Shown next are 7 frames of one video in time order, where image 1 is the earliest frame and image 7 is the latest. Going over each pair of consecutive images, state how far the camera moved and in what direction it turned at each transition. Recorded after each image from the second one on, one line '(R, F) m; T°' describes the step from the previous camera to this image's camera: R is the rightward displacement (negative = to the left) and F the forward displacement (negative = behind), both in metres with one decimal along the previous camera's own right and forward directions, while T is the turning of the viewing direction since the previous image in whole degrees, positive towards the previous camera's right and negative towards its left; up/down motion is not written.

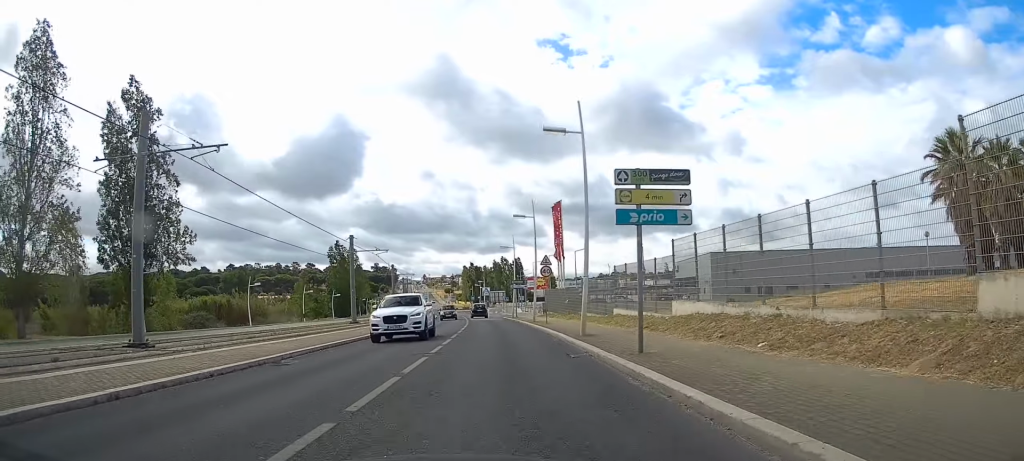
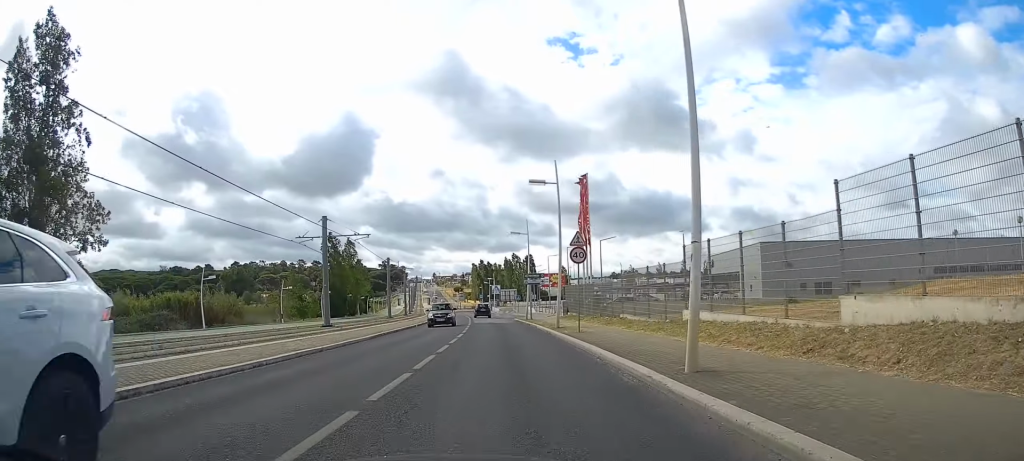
(-0.1, +11.3) m; -1°
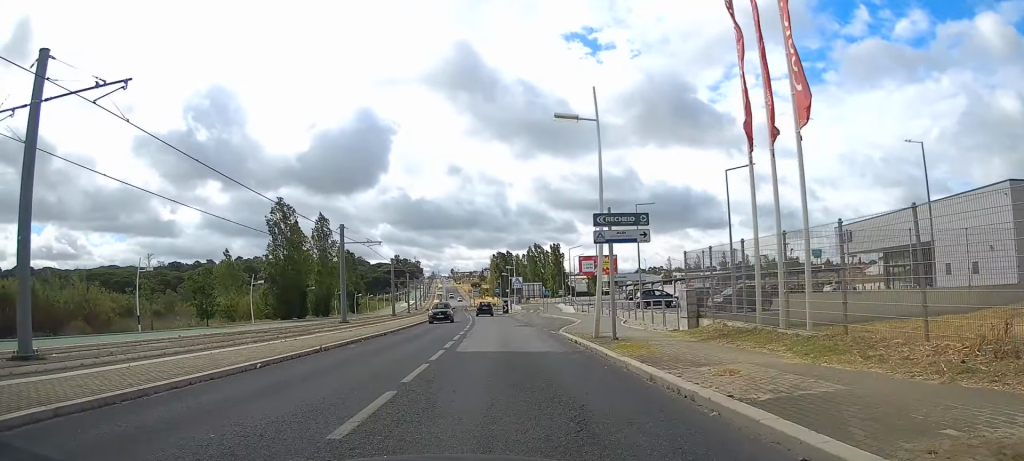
(-0.9, +32.4) m; -3°
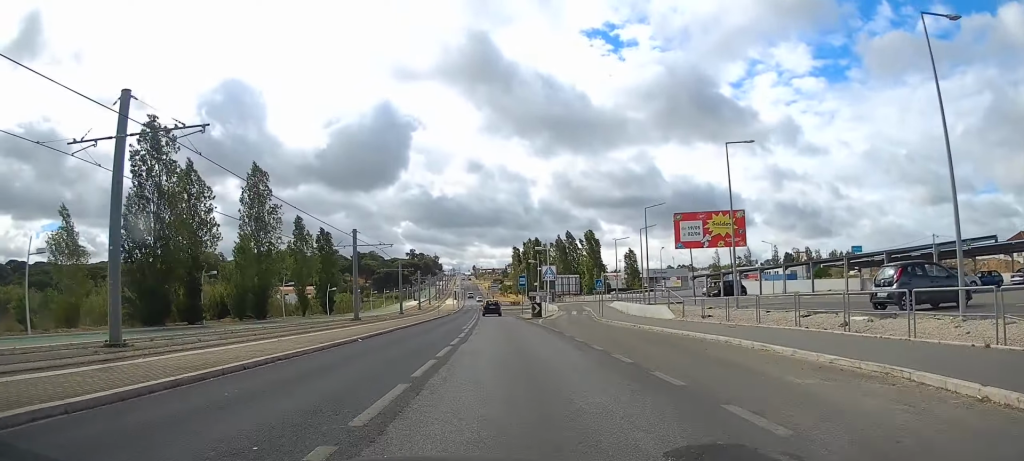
(-0.7, +37.0) m; -2°
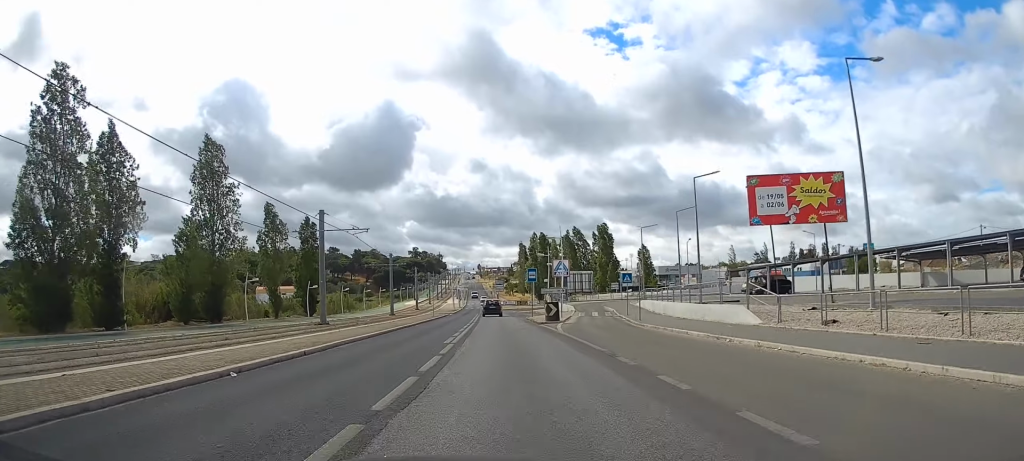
(0.0, +12.5) m; -1°
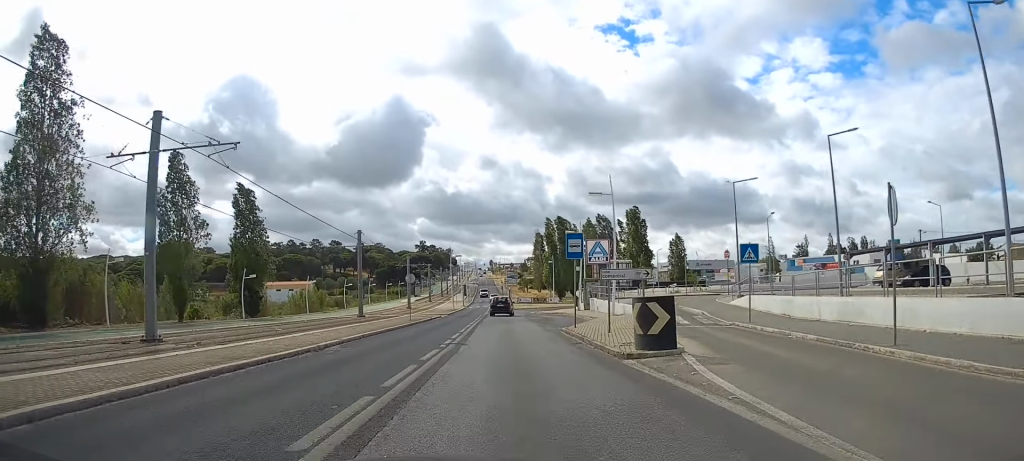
(-0.3, +23.0) m; -1°
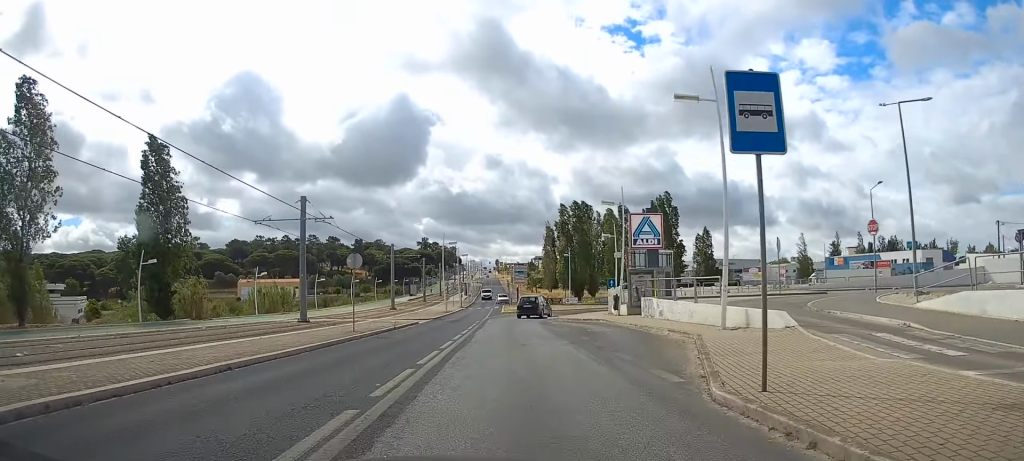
(-0.1, +17.6) m; 0°
